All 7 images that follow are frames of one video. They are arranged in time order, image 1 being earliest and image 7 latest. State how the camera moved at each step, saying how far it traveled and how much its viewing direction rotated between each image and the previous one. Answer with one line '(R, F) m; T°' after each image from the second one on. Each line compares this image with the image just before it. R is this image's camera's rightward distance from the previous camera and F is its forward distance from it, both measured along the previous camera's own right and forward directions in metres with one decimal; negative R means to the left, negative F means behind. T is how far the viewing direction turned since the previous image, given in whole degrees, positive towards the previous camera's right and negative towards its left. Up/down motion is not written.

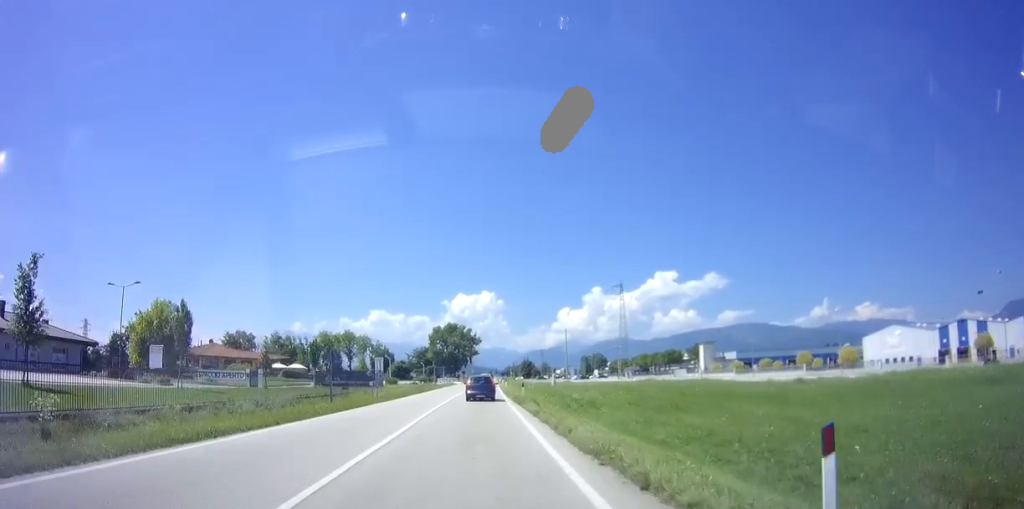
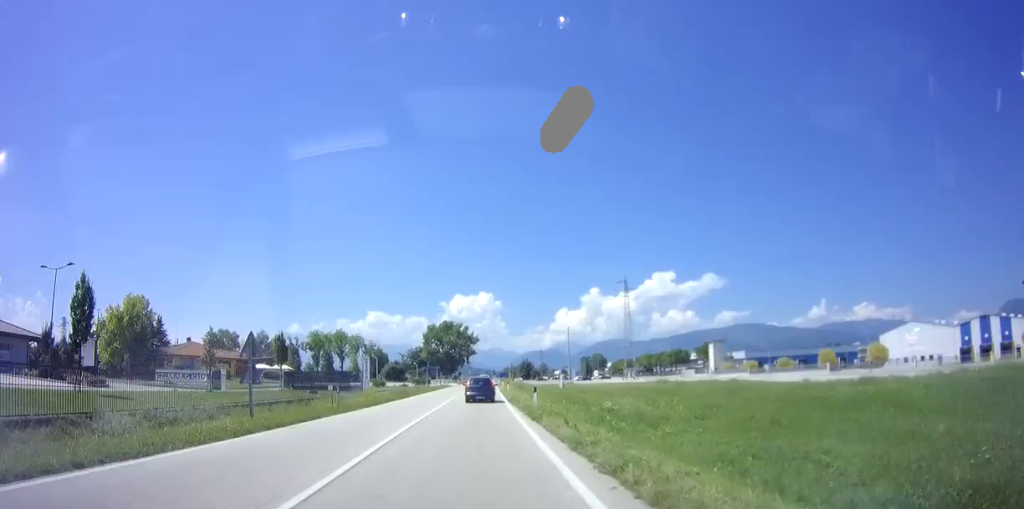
(+0.1, +8.2) m; 0°
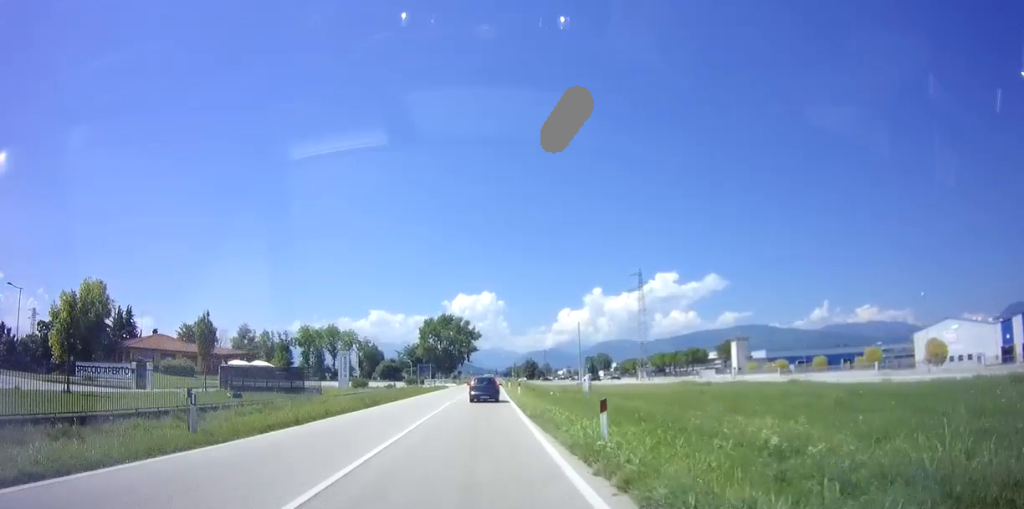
(-0.2, +12.4) m; -1°
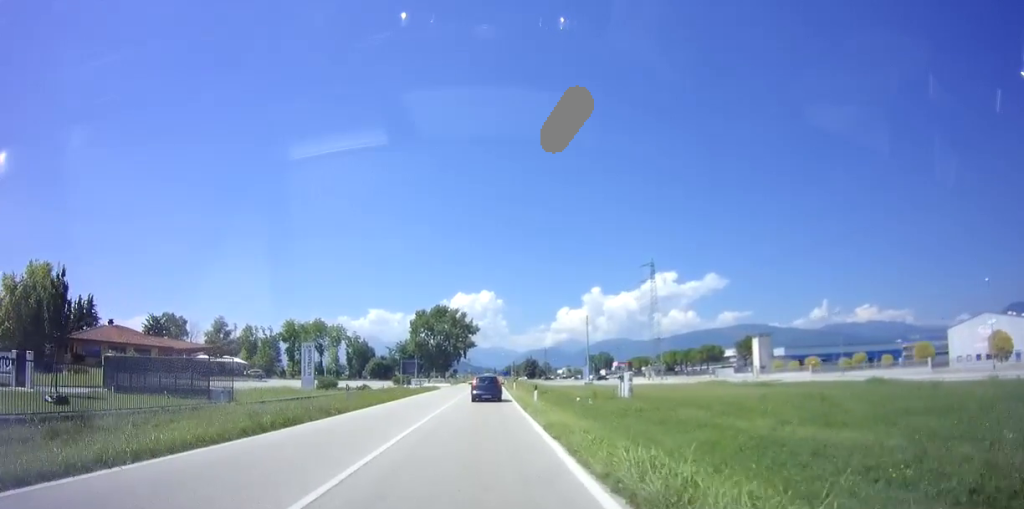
(-0.1, +11.8) m; 0°
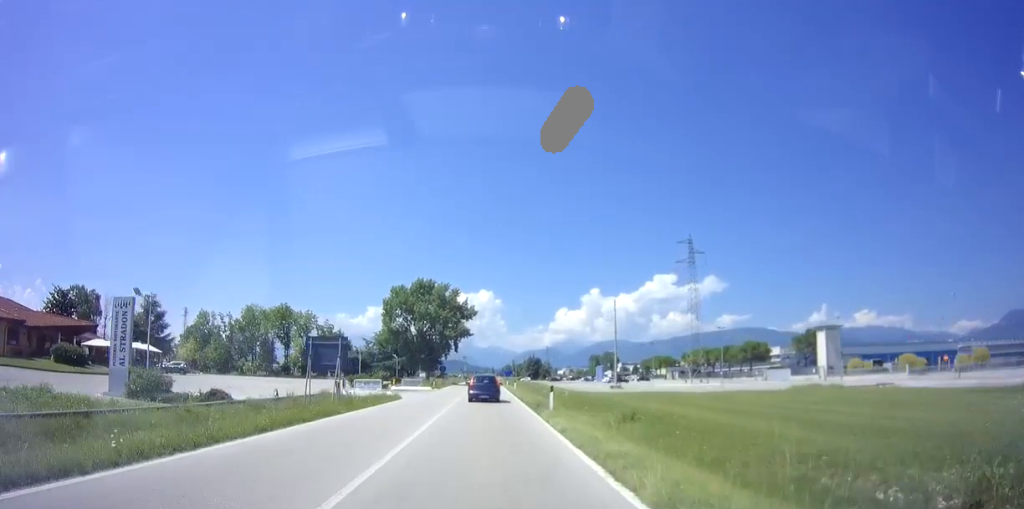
(+0.2, +26.4) m; +1°
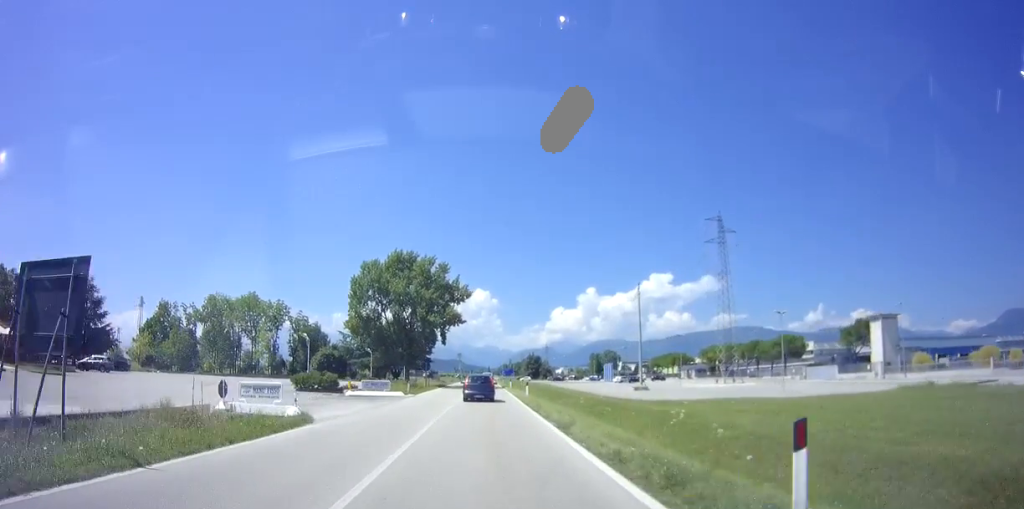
(+0.1, +16.4) m; 0°
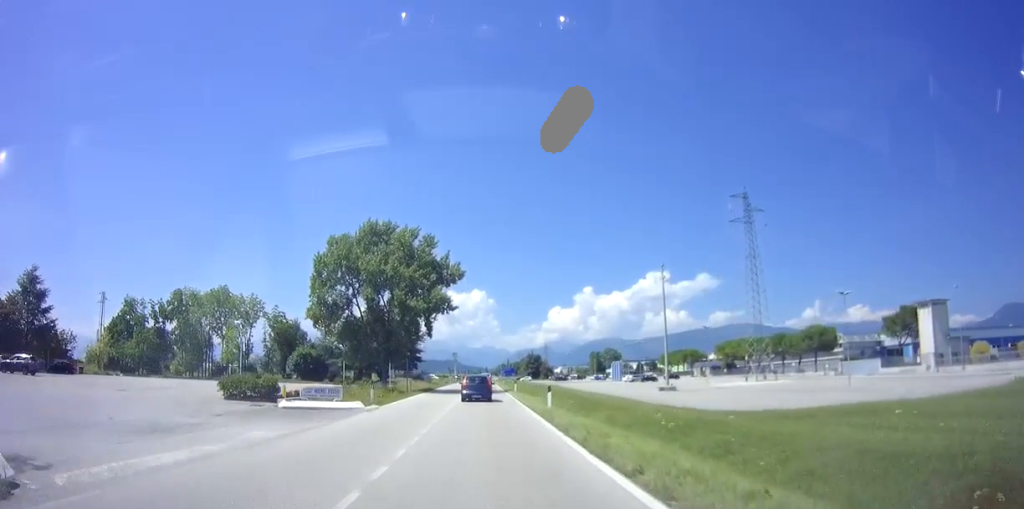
(+0.1, +11.9) m; 0°
